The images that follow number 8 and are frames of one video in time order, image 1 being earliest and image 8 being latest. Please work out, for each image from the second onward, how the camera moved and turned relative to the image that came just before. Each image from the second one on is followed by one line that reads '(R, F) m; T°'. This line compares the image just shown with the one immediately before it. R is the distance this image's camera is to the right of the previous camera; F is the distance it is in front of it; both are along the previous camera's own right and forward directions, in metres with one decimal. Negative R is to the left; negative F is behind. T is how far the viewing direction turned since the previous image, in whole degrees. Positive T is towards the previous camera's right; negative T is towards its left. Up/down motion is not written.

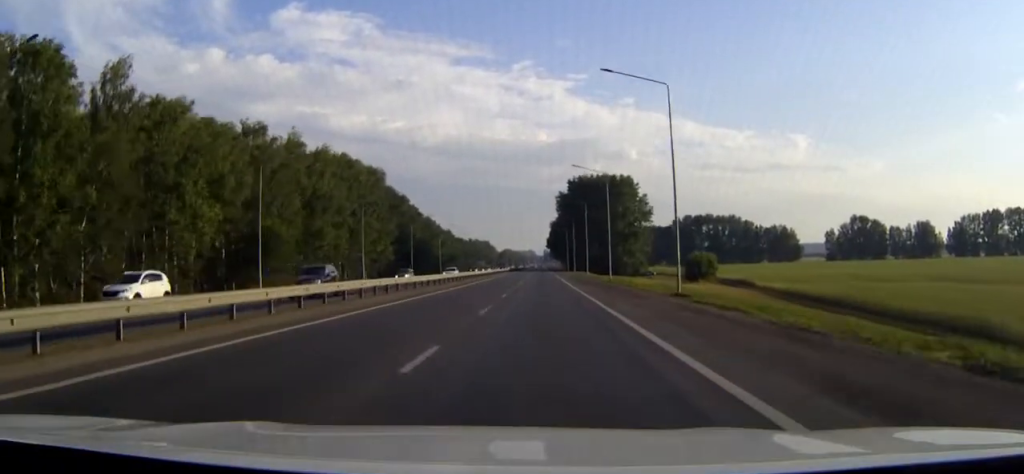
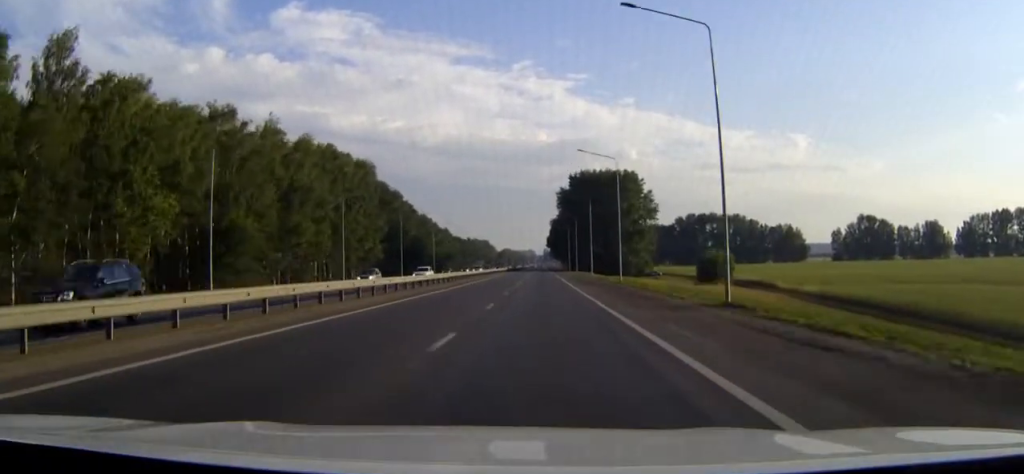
(0.0, +9.4) m; 0°
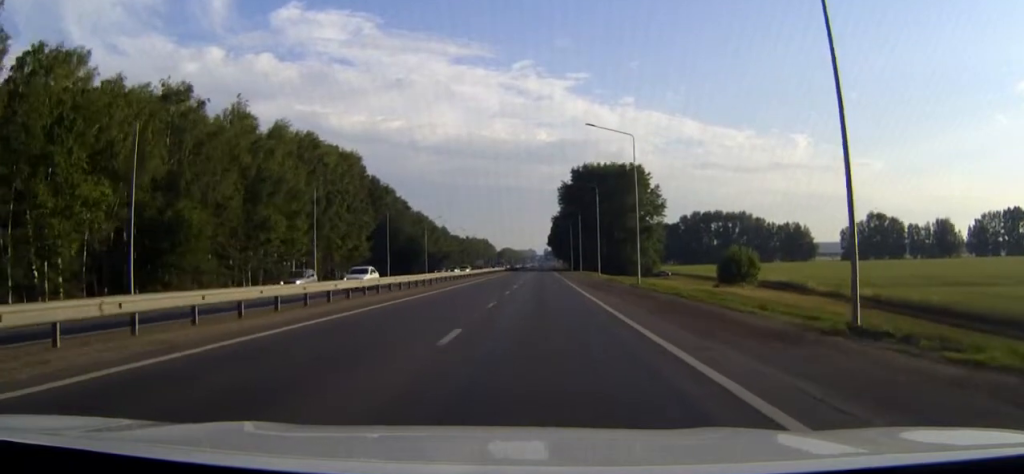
(0.0, +10.9) m; 0°
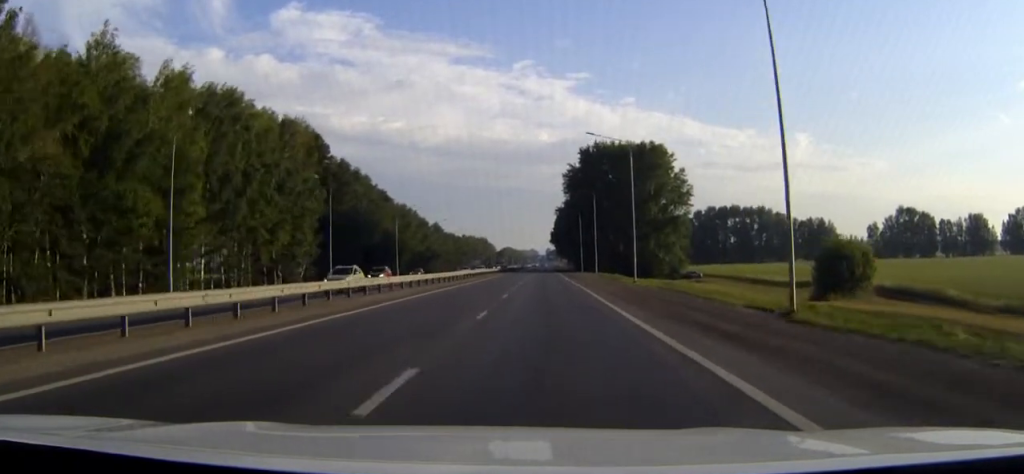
(0.0, +30.5) m; 0°
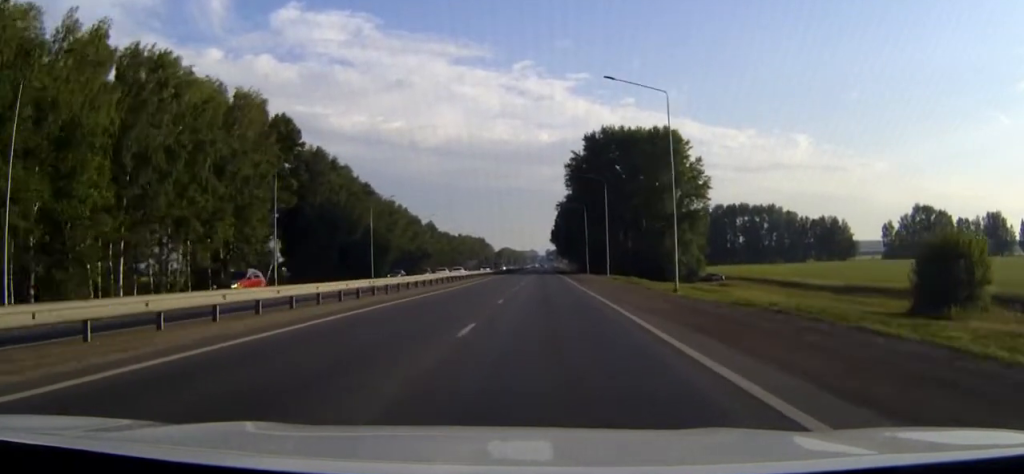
(0.0, +16.5) m; 0°
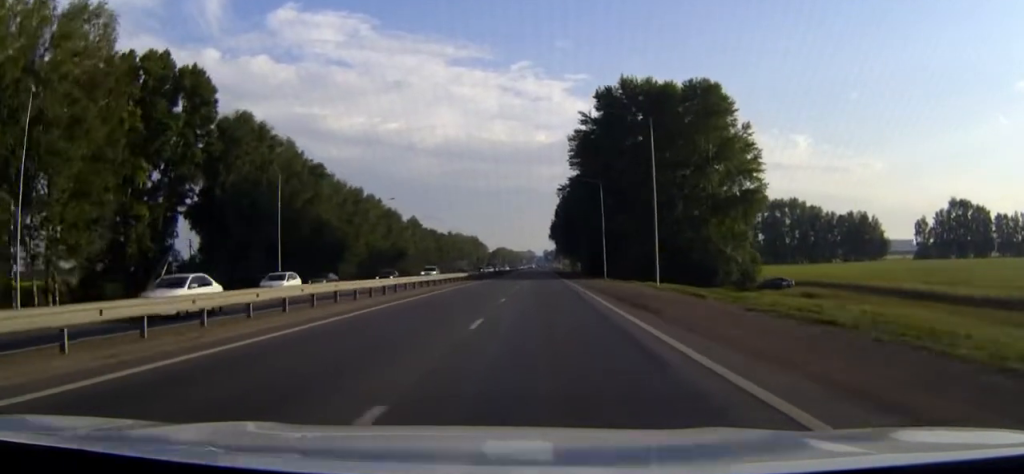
(0.0, +33.9) m; 0°
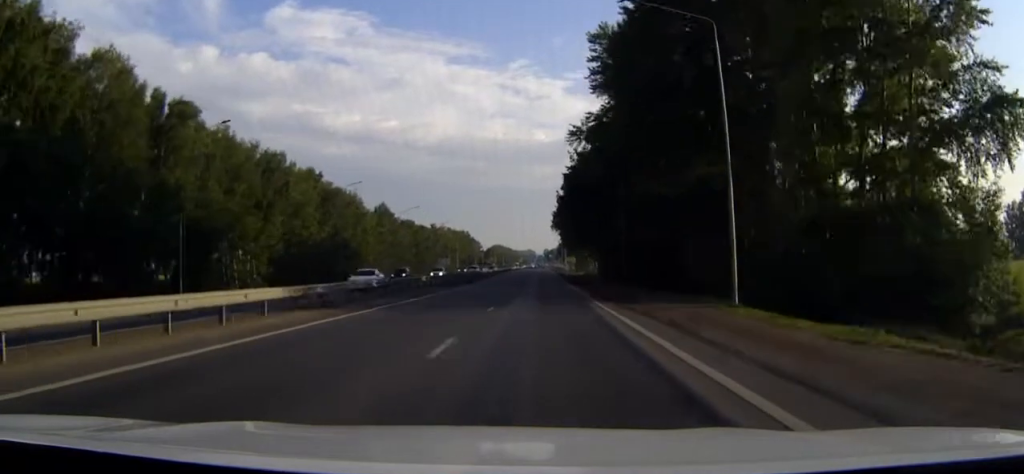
(0.0, +52.9) m; 0°
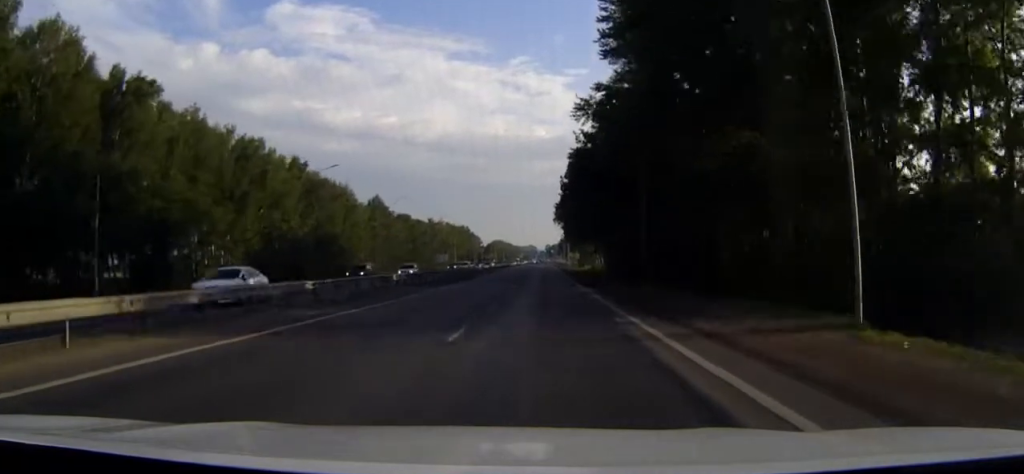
(0.0, +10.2) m; 0°
